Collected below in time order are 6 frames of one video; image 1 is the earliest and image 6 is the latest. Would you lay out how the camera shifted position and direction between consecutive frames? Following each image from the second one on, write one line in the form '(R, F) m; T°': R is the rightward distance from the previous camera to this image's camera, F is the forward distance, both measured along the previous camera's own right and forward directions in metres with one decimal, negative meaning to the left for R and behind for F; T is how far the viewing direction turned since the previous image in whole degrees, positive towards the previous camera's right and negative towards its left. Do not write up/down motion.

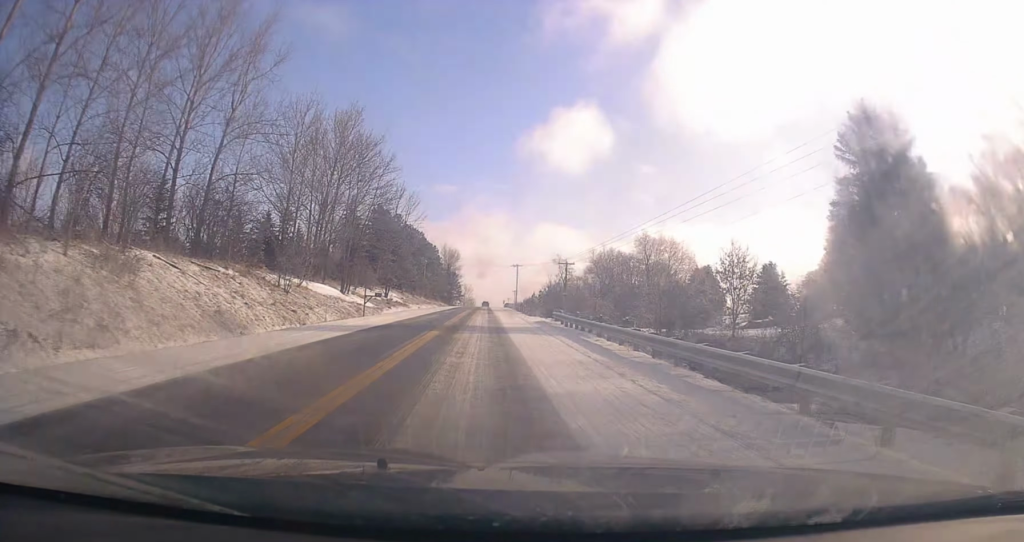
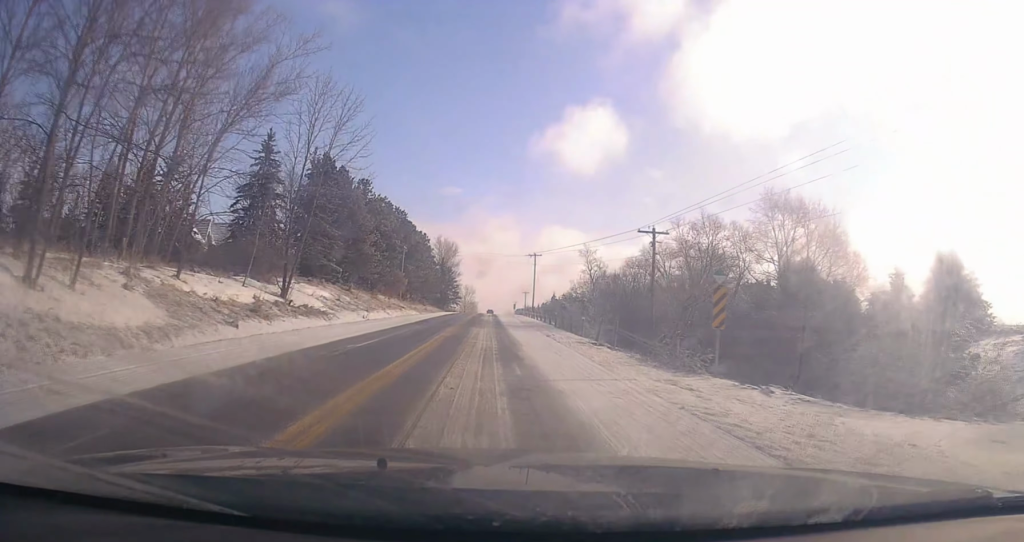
(+1.2, +38.9) m; +3°
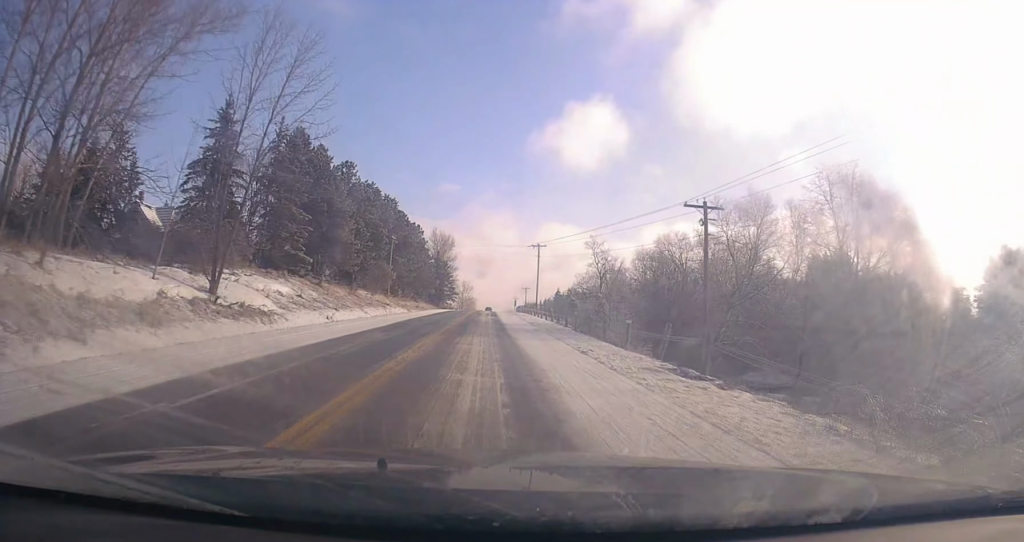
(-0.2, +9.0) m; -1°
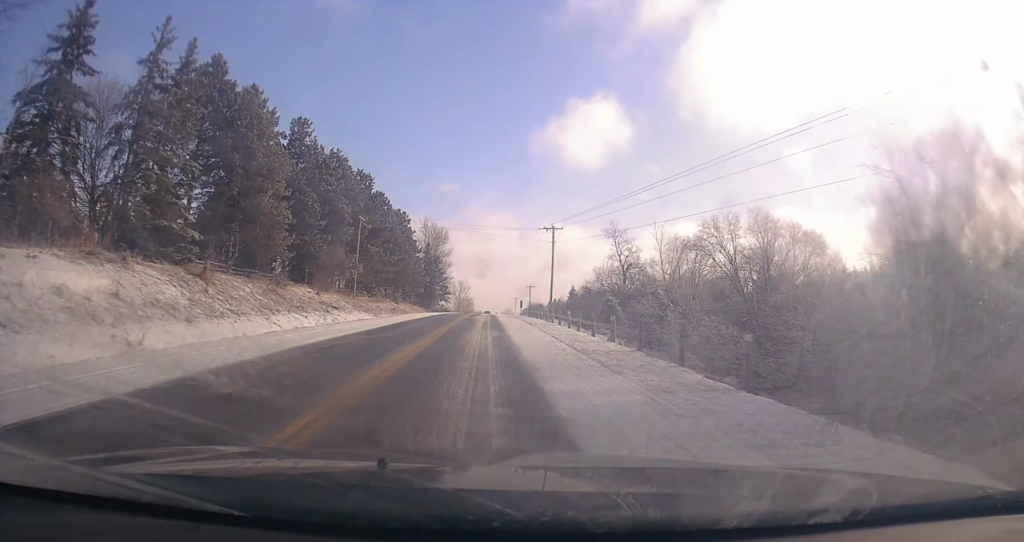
(-0.4, +20.3) m; -1°
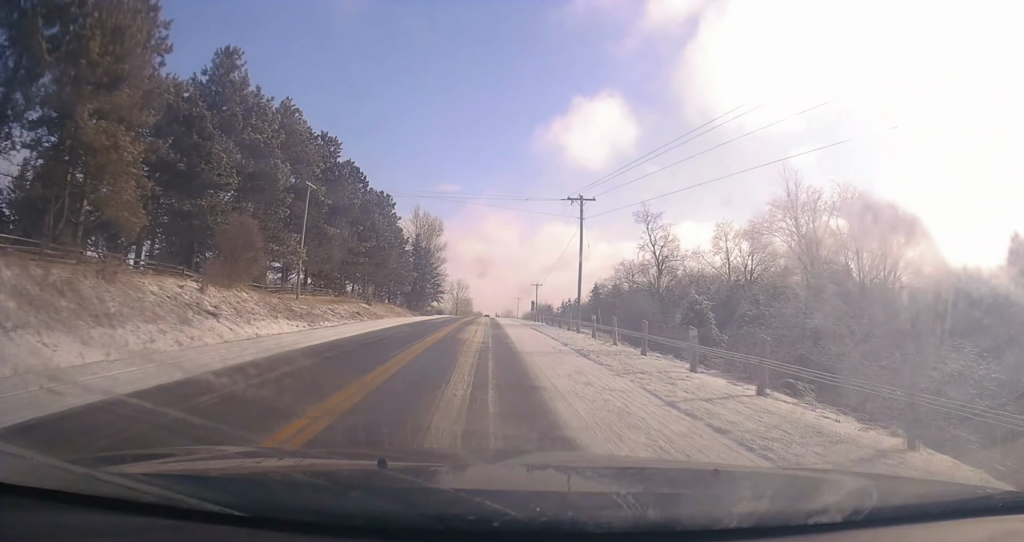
(-0.2, +19.1) m; 0°
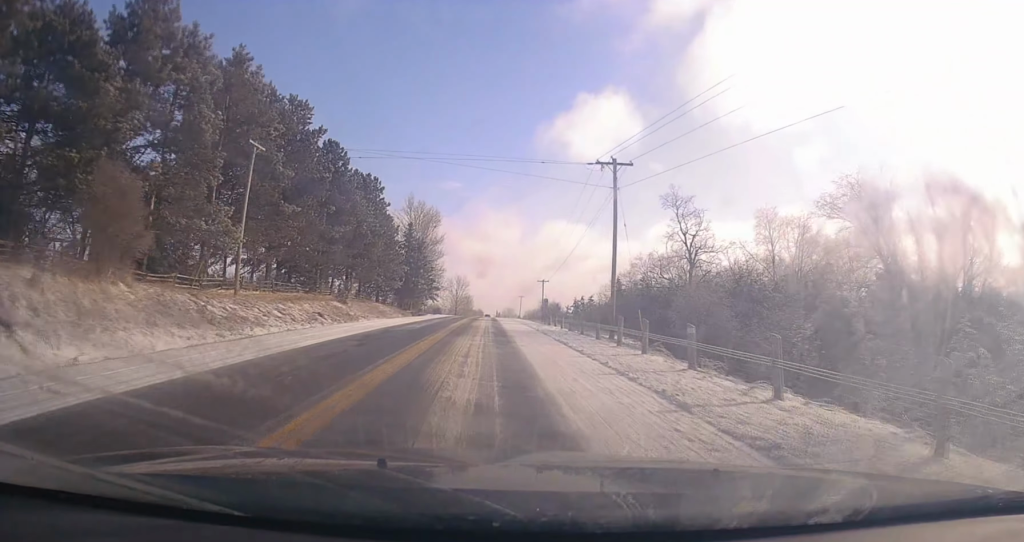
(+0.1, +11.2) m; +1°
